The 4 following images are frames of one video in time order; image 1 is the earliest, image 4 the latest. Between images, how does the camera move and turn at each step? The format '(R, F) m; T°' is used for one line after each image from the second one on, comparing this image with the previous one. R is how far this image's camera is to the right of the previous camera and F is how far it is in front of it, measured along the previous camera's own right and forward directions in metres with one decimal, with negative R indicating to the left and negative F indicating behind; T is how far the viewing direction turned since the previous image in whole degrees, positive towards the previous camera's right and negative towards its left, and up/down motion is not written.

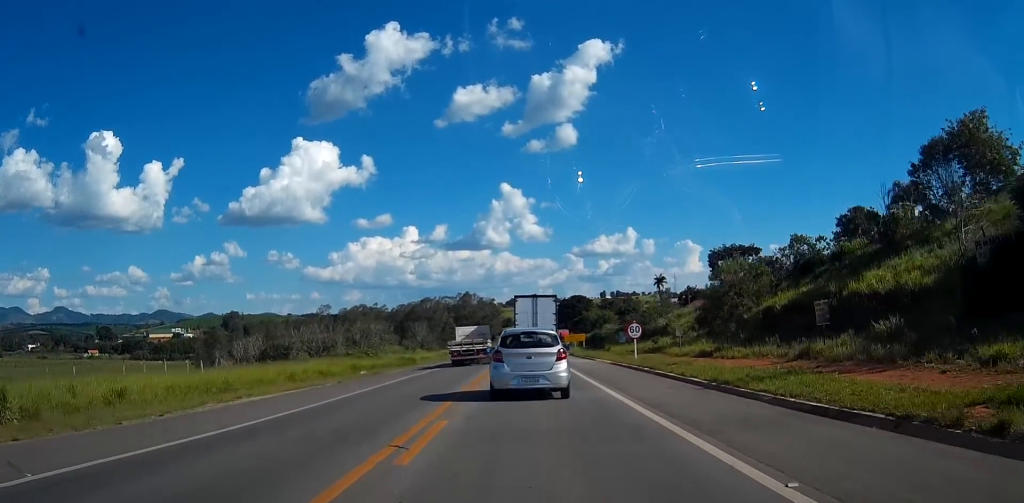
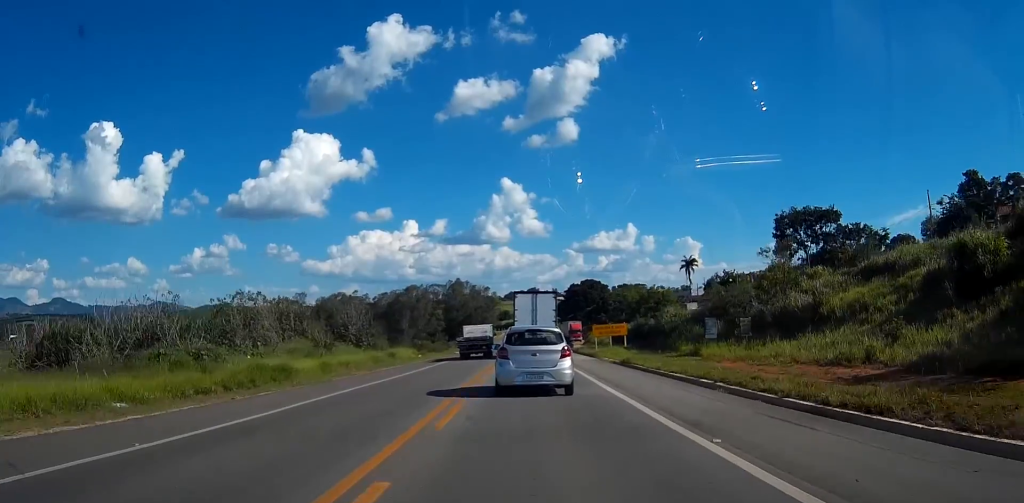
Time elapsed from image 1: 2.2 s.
(+0.3, +44.1) m; +1°
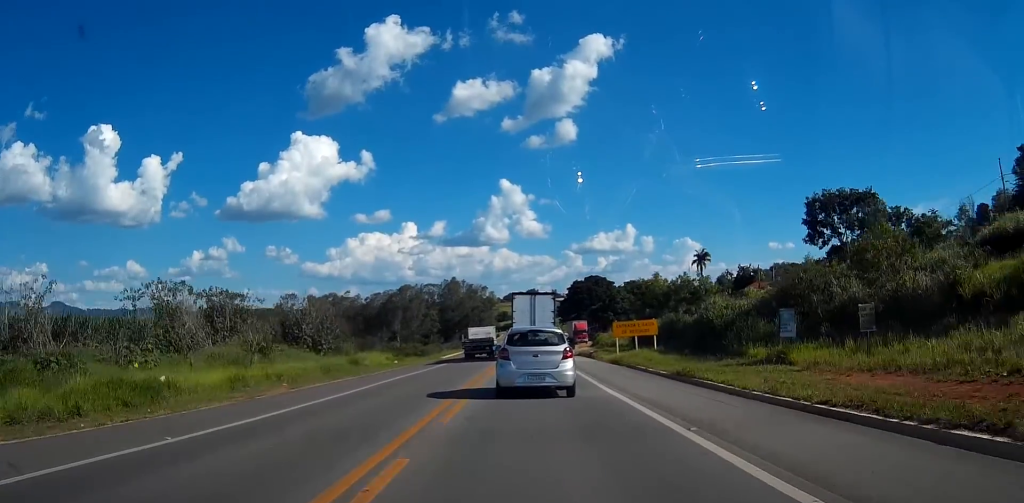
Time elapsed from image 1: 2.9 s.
(0.0, +14.5) m; 0°
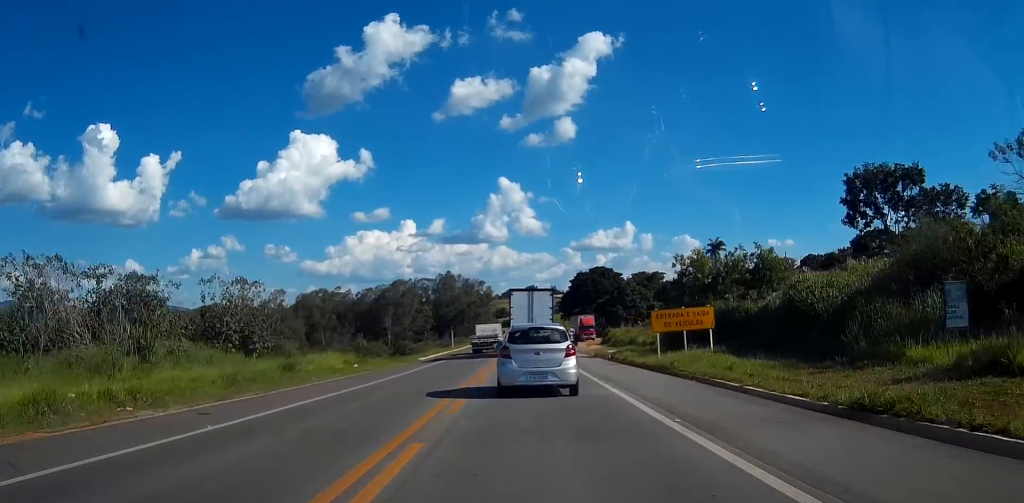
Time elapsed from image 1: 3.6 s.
(-0.1, +14.6) m; 0°
